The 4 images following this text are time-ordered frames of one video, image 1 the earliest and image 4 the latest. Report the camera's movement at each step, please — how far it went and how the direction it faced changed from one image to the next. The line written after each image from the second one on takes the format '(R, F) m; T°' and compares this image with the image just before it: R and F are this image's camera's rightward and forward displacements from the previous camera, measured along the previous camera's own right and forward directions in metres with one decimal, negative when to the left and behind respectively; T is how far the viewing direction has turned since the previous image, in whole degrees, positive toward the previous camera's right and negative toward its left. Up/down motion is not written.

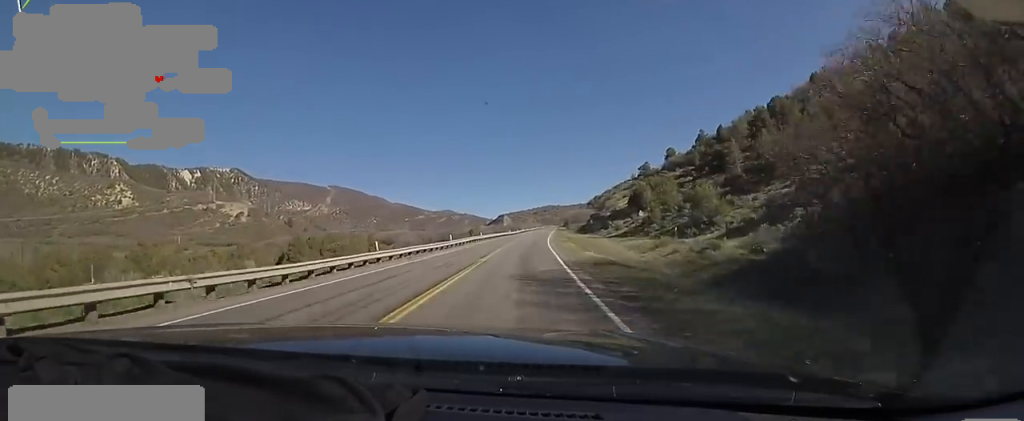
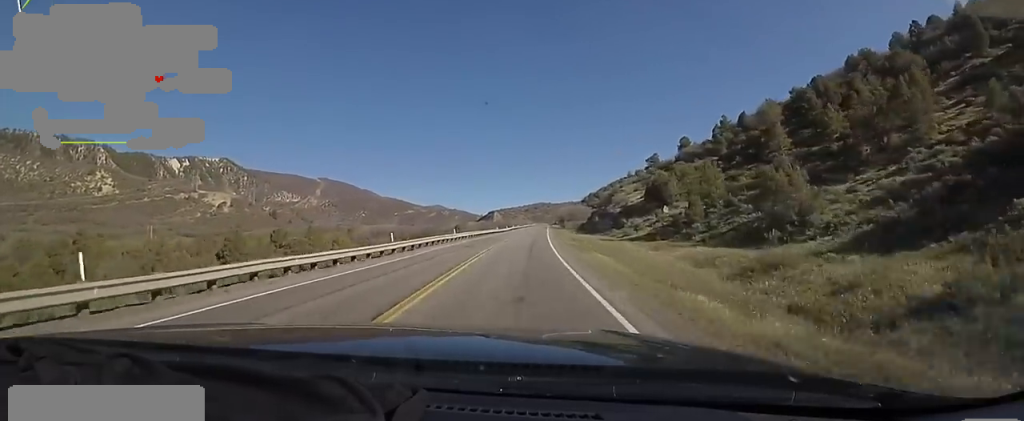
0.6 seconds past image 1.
(0.0, +17.6) m; 0°
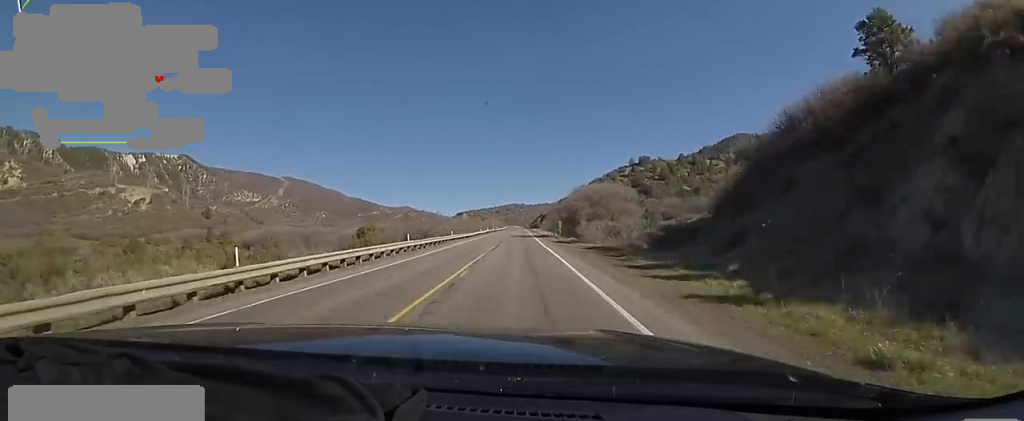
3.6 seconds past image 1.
(+2.1, +92.6) m; +2°
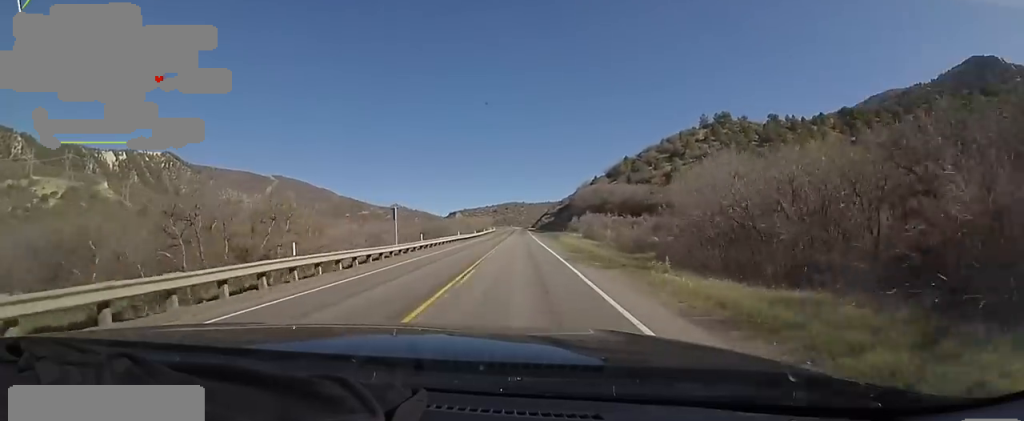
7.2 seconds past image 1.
(+3.3, +110.5) m; +1°
